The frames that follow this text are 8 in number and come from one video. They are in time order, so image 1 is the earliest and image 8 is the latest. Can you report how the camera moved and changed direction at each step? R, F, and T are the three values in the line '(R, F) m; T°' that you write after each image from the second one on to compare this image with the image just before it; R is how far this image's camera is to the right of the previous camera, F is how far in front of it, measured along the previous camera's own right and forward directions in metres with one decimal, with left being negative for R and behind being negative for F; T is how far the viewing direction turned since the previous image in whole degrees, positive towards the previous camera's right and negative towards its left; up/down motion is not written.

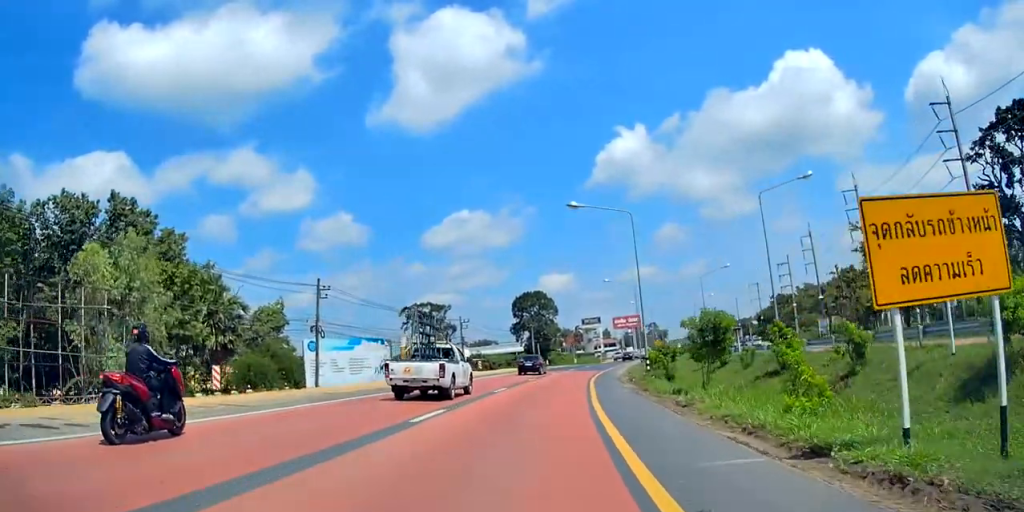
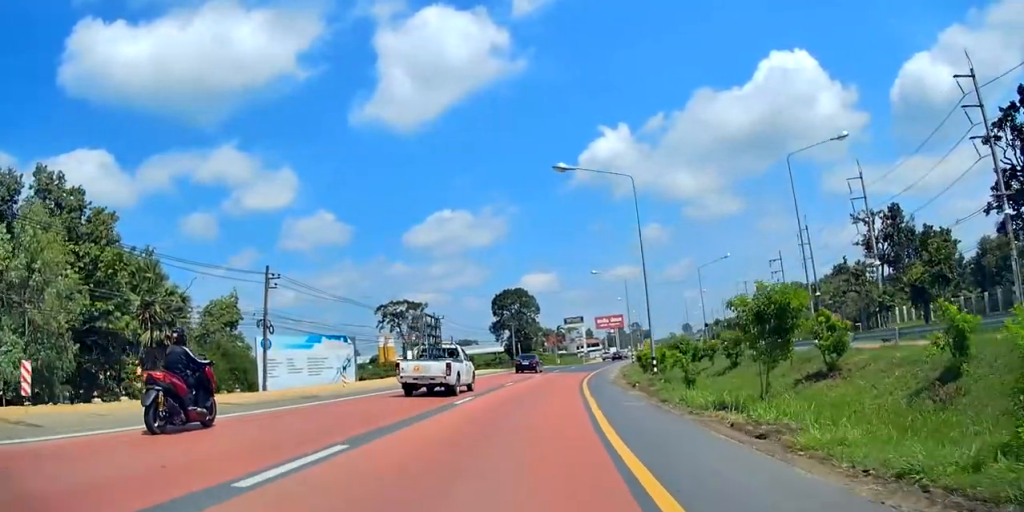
(+0.1, +7.2) m; +1°
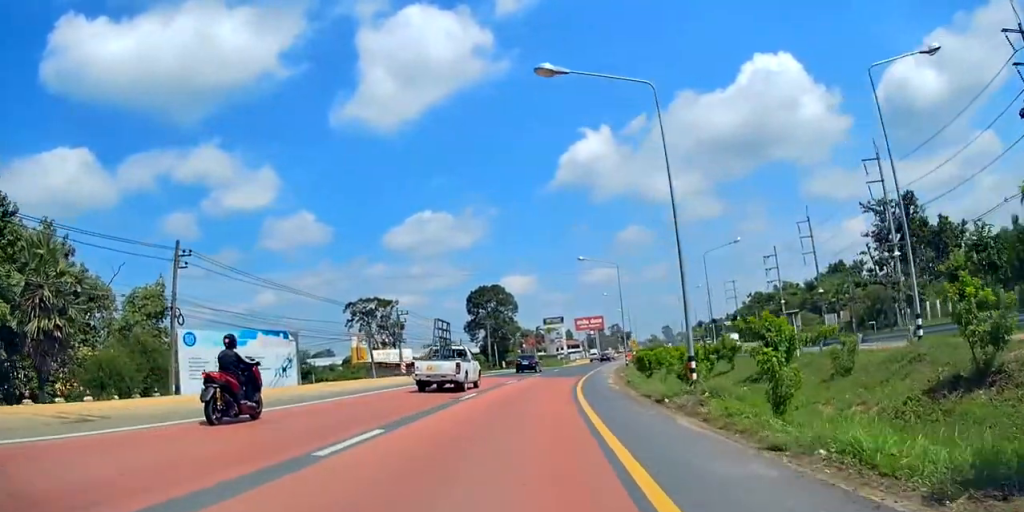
(+0.1, +9.5) m; +1°
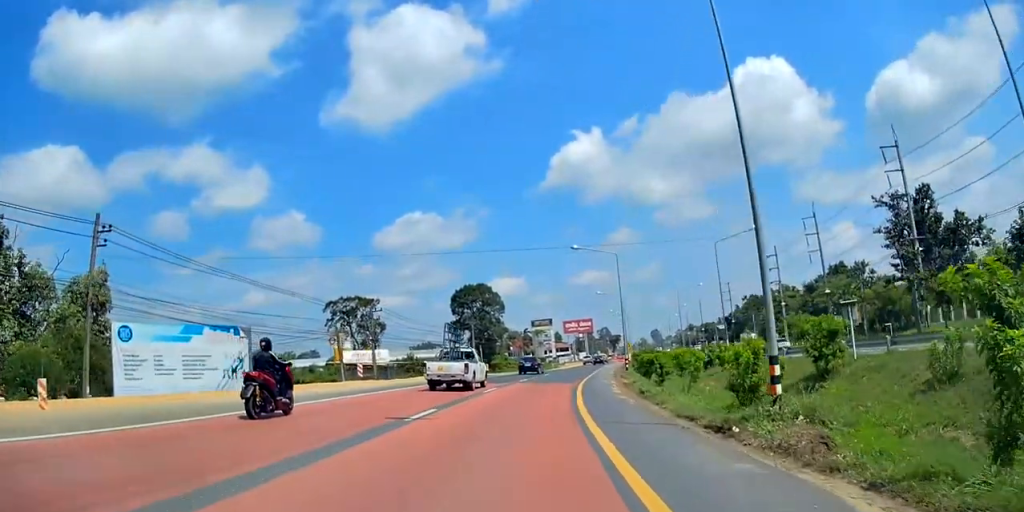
(+0.1, +6.7) m; +1°
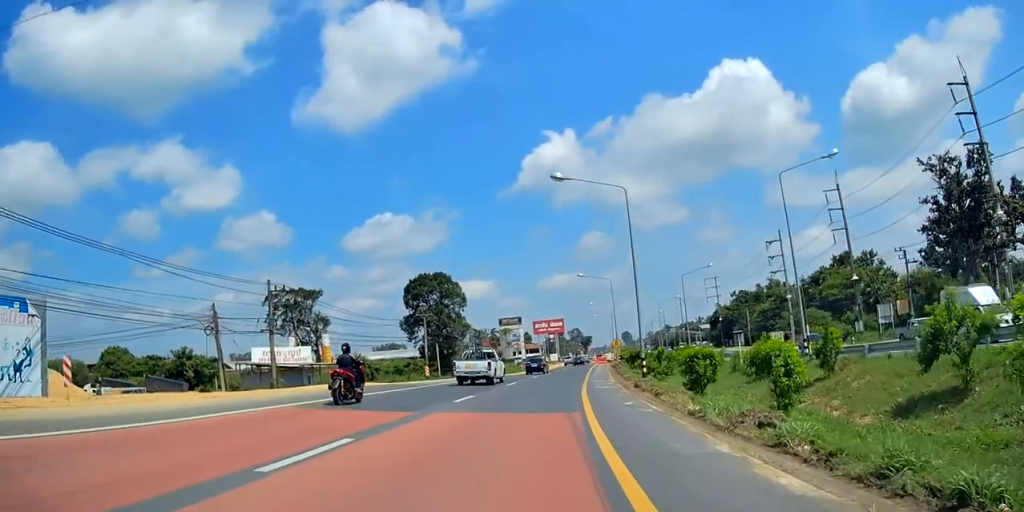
(+0.4, +19.2) m; +4°
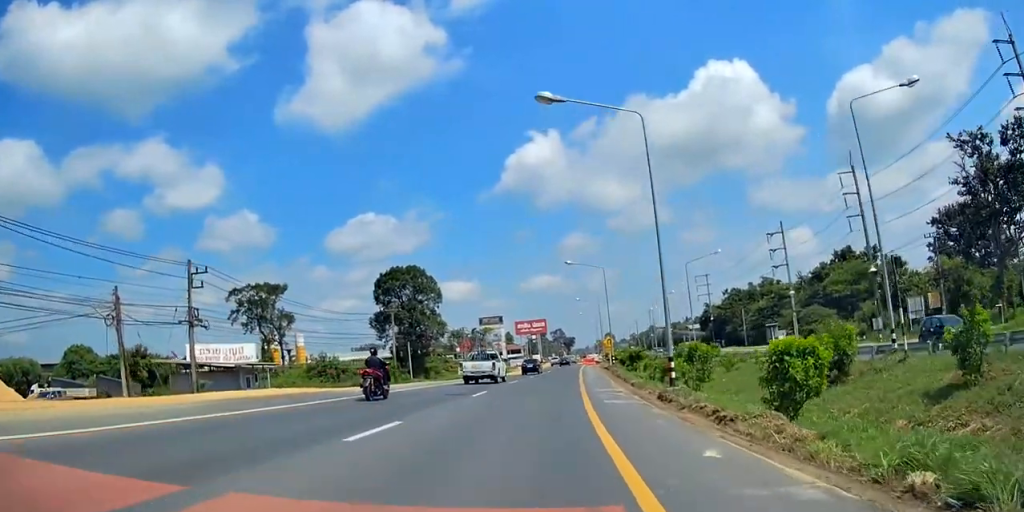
(+0.4, +9.4) m; +2°
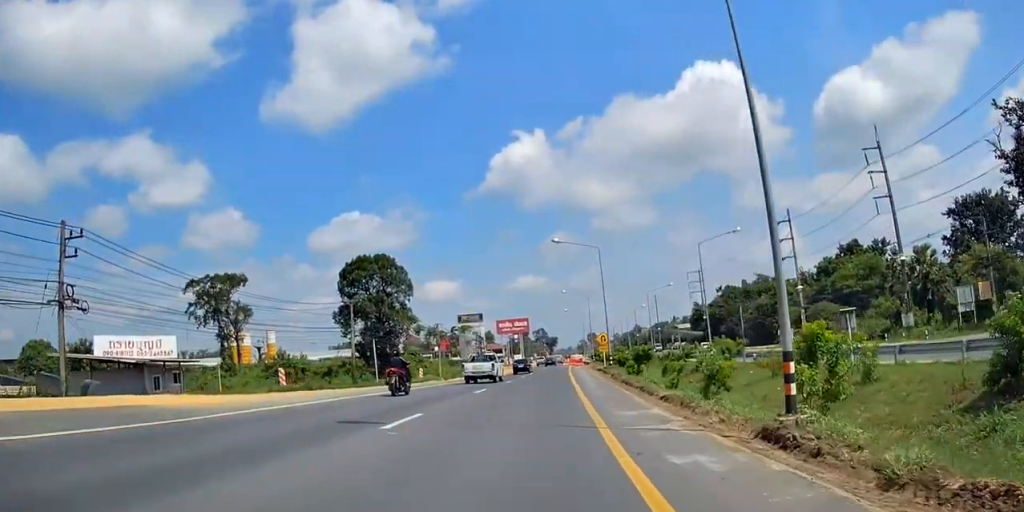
(-0.1, +9.7) m; +3°
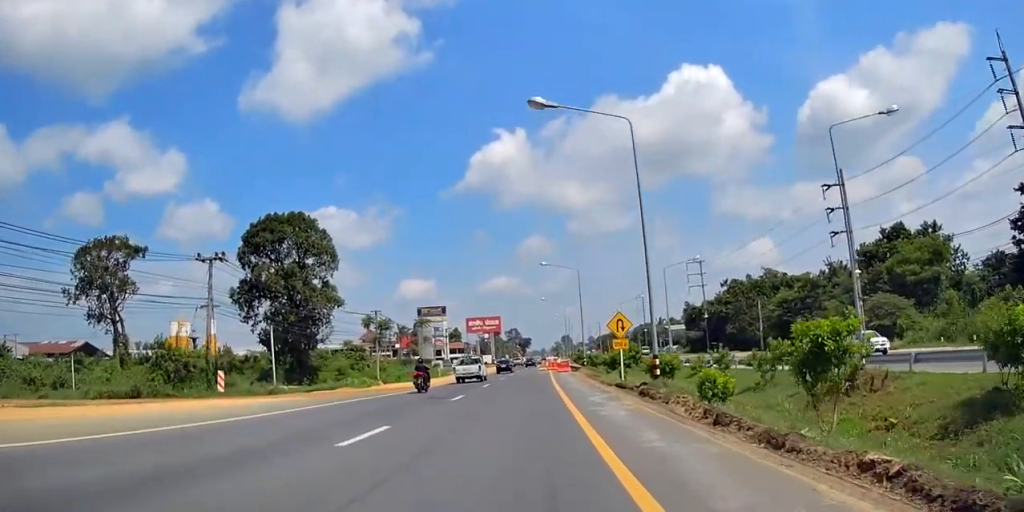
(+1.1, +26.1) m; +4°
